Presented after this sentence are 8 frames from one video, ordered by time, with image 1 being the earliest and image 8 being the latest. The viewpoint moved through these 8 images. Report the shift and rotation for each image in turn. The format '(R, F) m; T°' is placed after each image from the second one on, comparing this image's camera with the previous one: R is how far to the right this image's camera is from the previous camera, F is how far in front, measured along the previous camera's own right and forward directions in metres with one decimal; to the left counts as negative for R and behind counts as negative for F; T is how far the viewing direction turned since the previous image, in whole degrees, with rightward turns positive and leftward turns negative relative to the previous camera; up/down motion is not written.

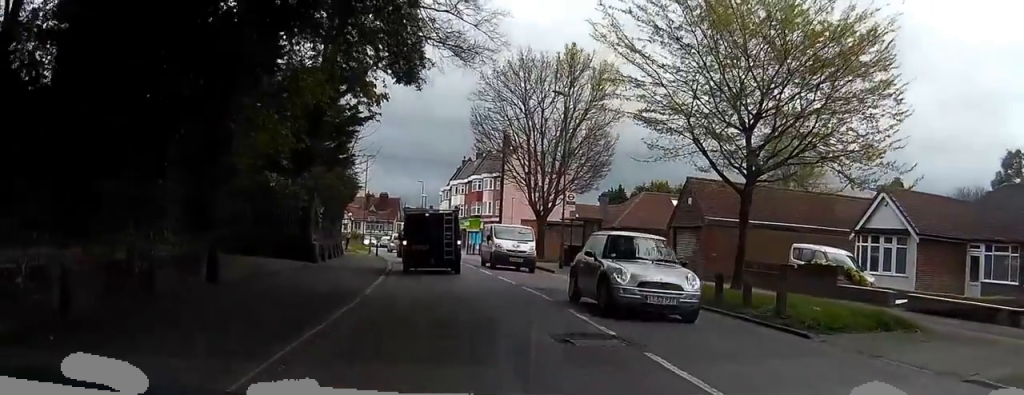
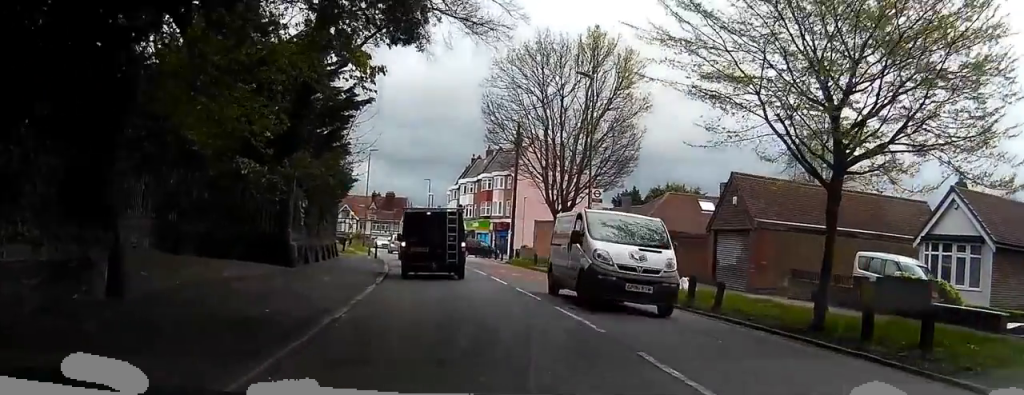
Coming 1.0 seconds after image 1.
(0.0, +4.5) m; -1°
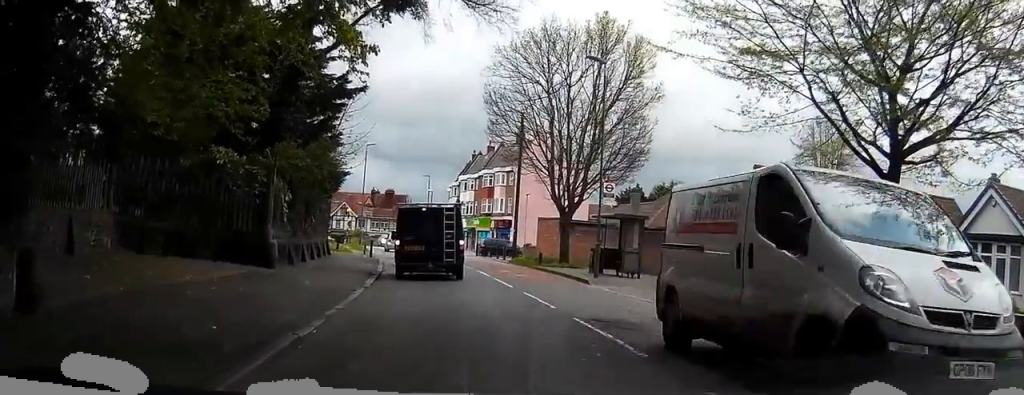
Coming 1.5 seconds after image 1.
(0.0, +2.4) m; -1°
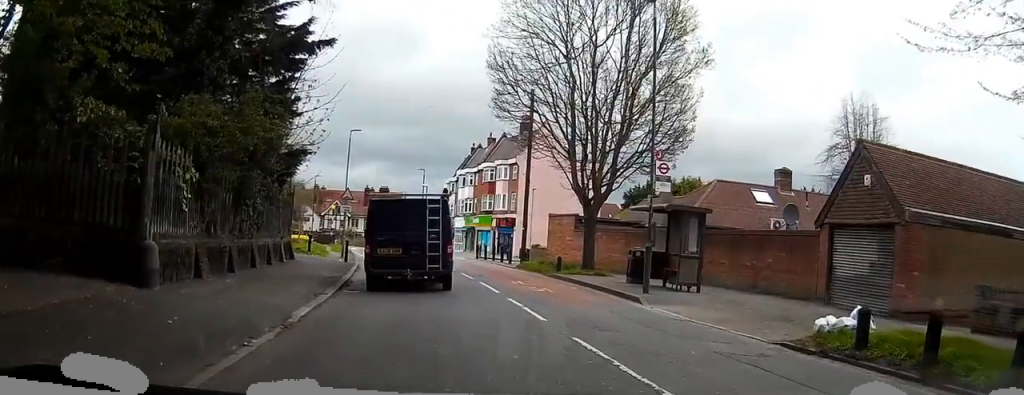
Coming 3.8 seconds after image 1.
(-0.4, +7.8) m; -4°
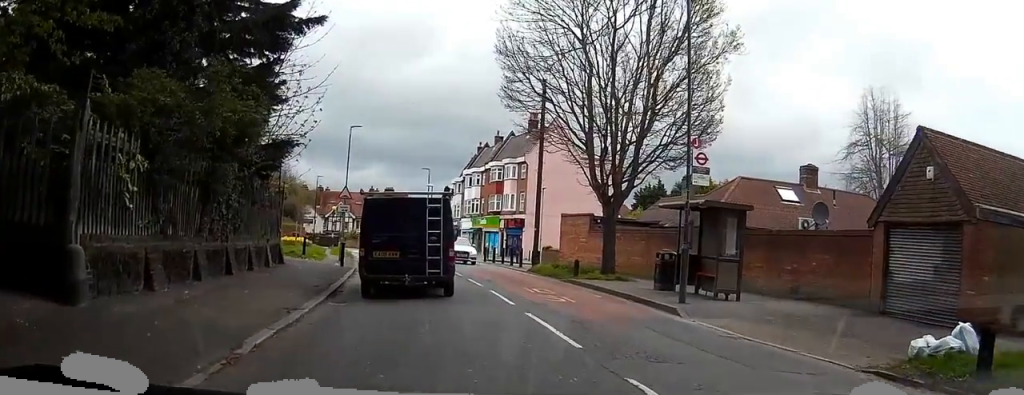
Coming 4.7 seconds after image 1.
(0.0, +2.1) m; -2°
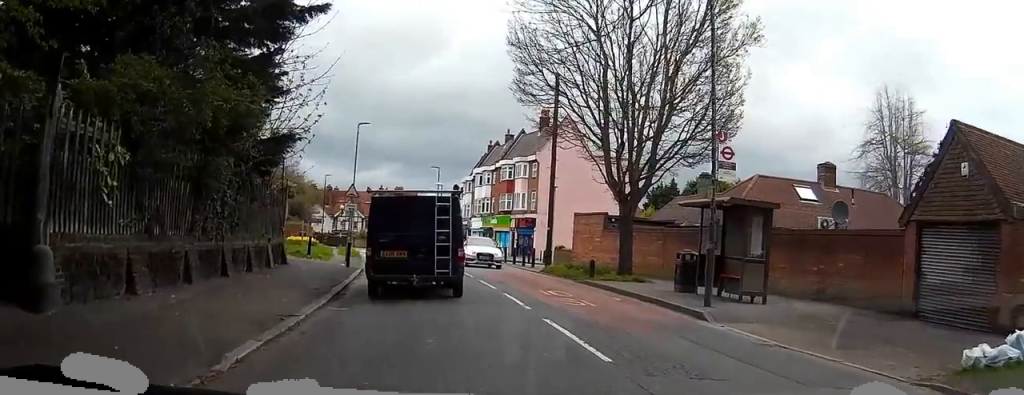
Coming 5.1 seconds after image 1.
(0.0, +0.8) m; -1°
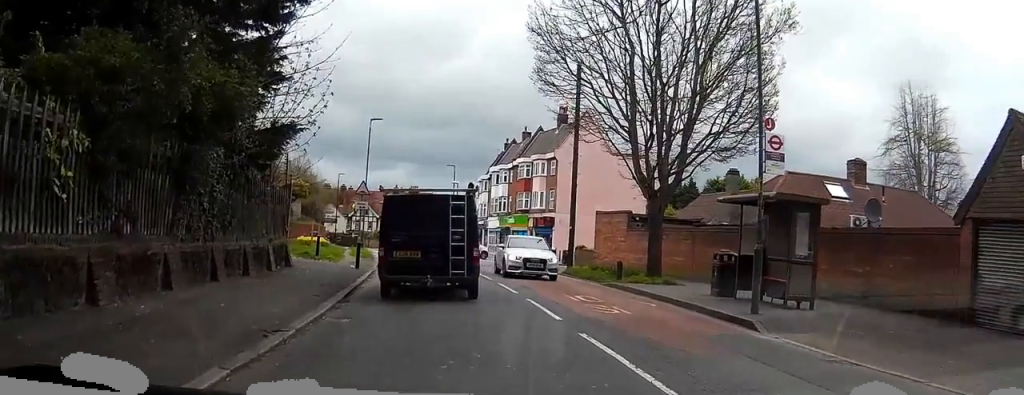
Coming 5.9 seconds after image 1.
(0.0, +1.4) m; 0°
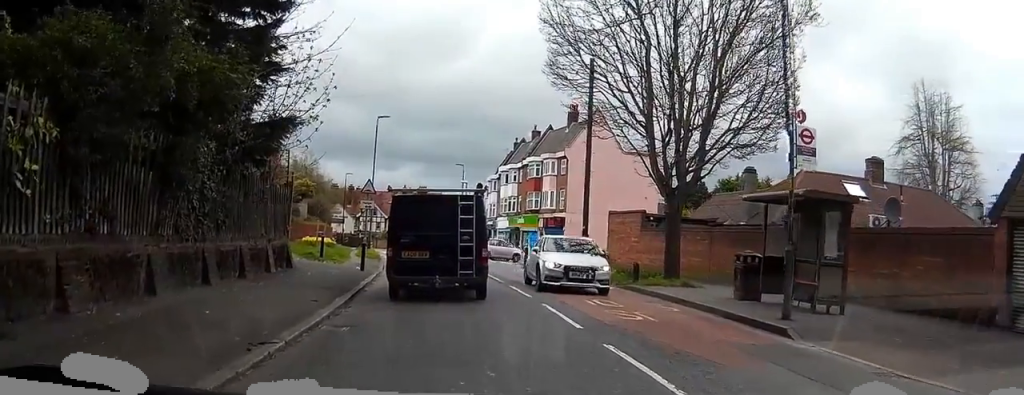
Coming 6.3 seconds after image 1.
(0.0, +0.8) m; 0°
